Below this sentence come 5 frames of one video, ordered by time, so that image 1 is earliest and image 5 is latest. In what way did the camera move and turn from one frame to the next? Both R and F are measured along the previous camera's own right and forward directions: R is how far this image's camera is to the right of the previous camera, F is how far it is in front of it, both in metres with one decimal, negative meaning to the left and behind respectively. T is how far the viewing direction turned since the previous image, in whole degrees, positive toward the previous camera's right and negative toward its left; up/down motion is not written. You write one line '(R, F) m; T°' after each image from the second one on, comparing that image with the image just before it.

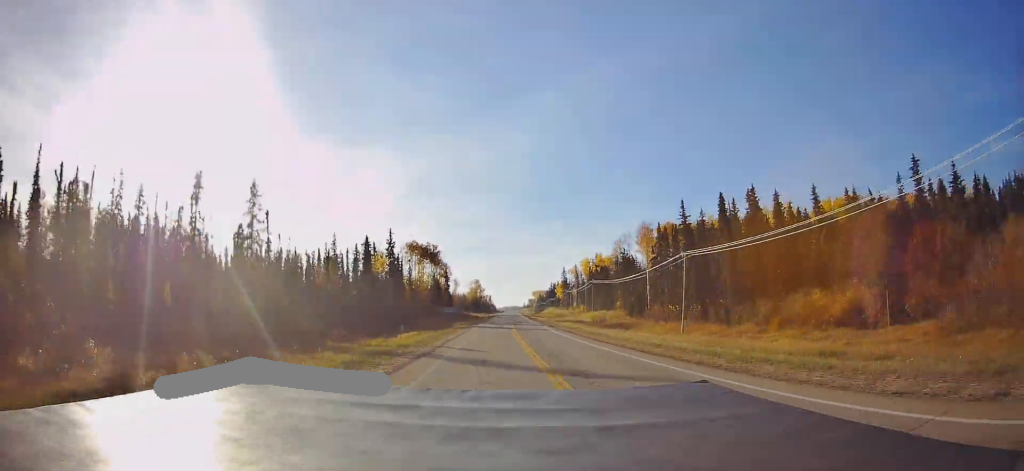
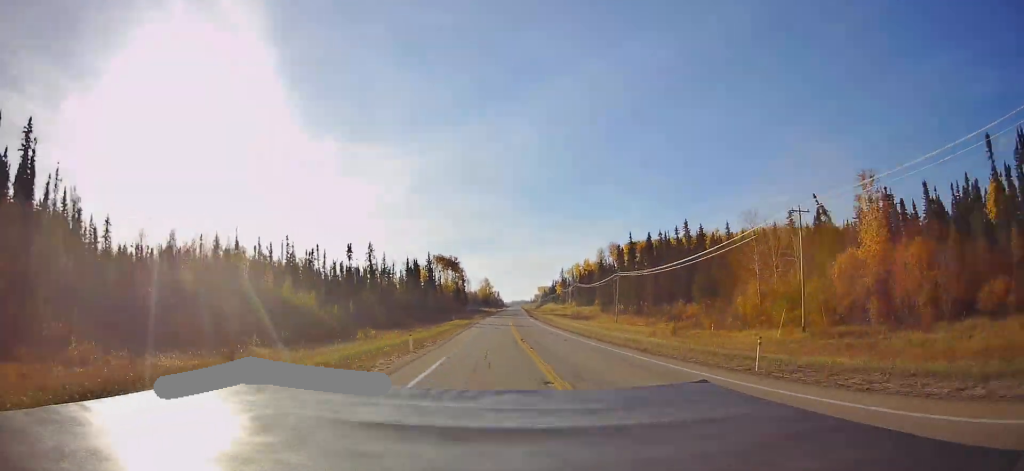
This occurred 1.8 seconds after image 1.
(-0.2, +51.3) m; -1°
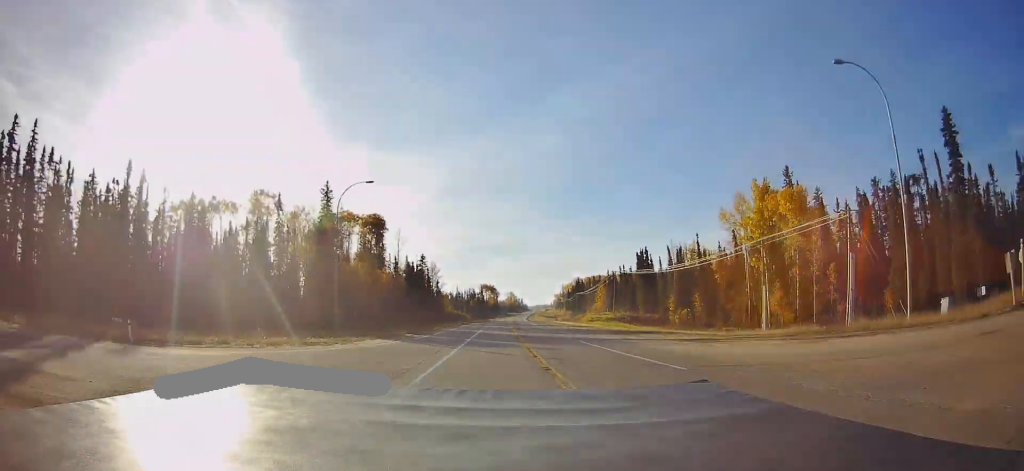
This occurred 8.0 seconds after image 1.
(-4.6, +172.7) m; -3°
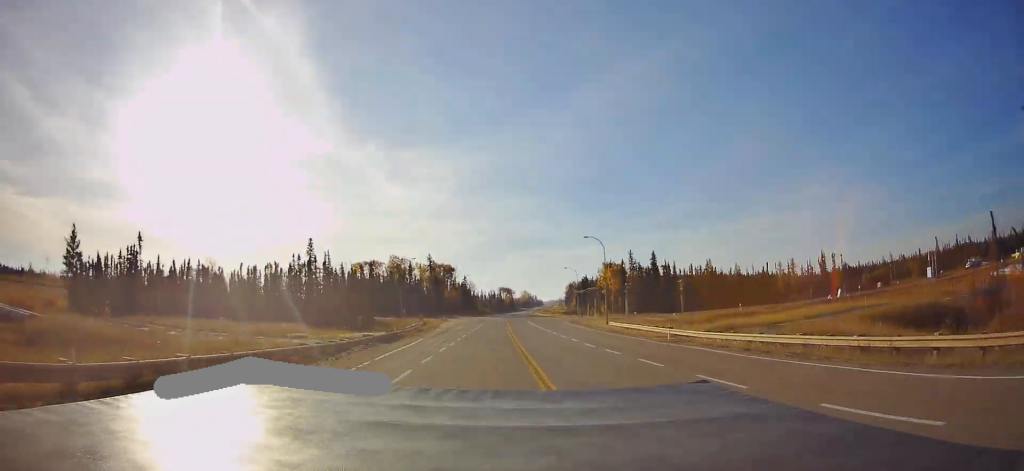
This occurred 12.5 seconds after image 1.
(-2.8, +124.3) m; -2°
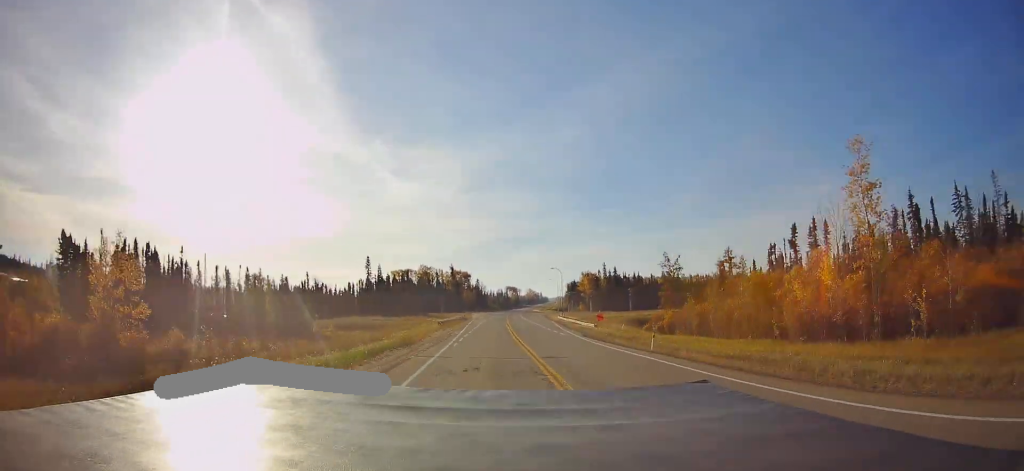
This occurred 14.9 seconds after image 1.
(-0.6, +66.5) m; -1°
